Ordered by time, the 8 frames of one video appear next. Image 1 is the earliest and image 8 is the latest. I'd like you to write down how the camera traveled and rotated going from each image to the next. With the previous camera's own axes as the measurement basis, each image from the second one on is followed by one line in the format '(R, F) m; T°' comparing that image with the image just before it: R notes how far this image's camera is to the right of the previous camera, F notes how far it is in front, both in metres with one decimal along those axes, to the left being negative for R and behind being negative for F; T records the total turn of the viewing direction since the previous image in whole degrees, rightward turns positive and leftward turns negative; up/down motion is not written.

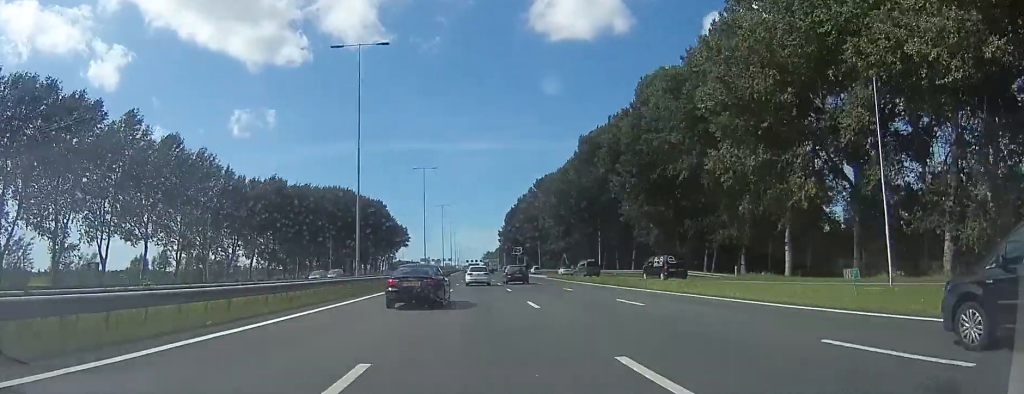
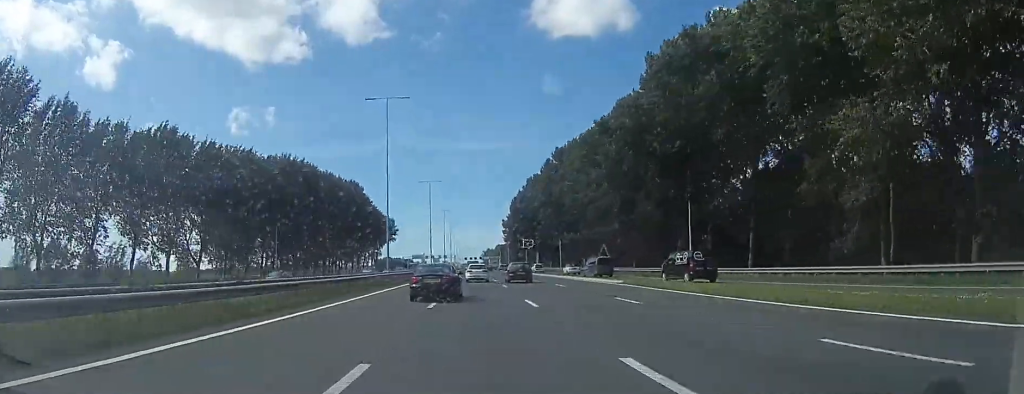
(-0.1, +36.4) m; 0°
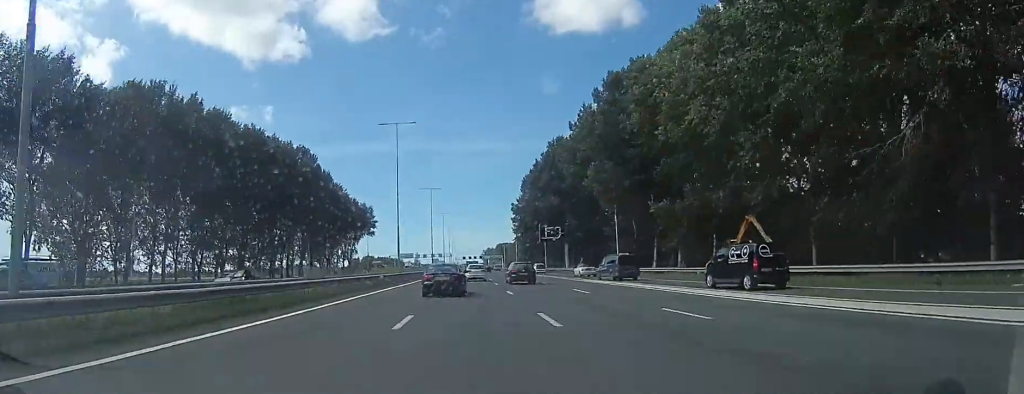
(+0.4, +43.2) m; 0°
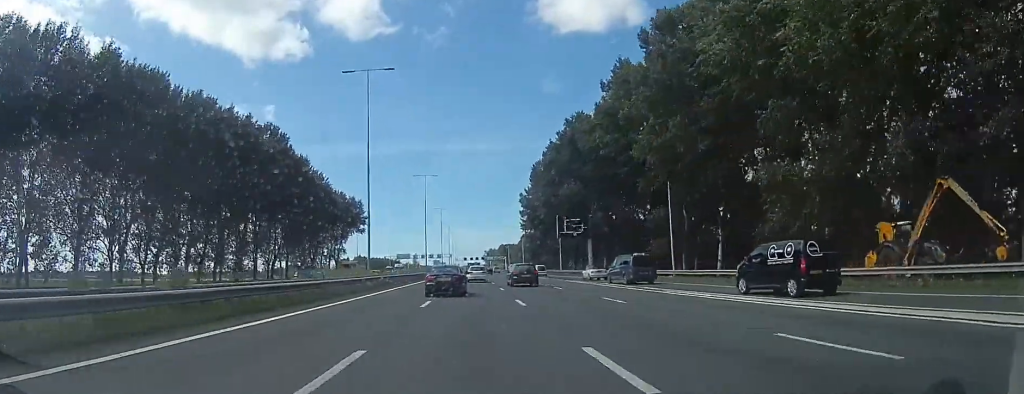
(-0.5, +17.7) m; 0°
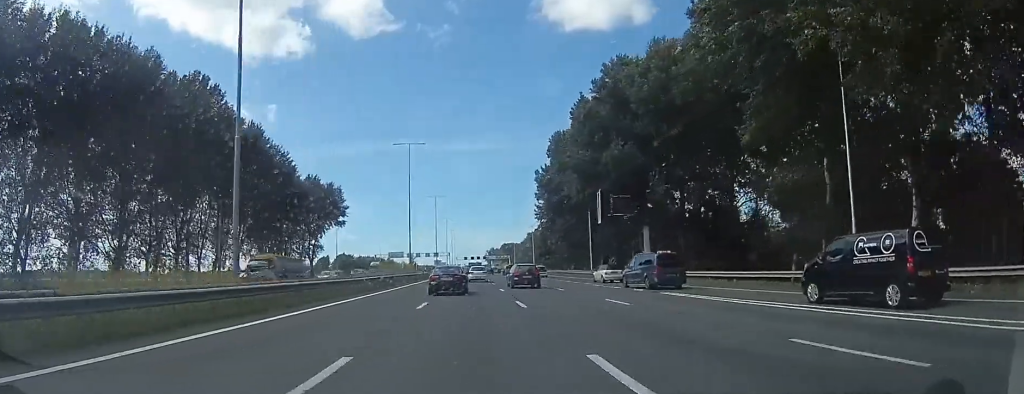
(+0.2, +24.4) m; 0°
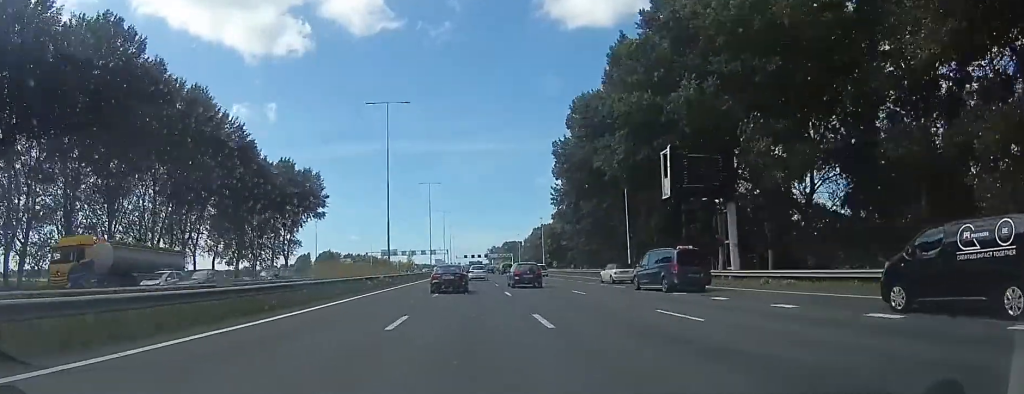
(+0.2, +17.5) m; 0°
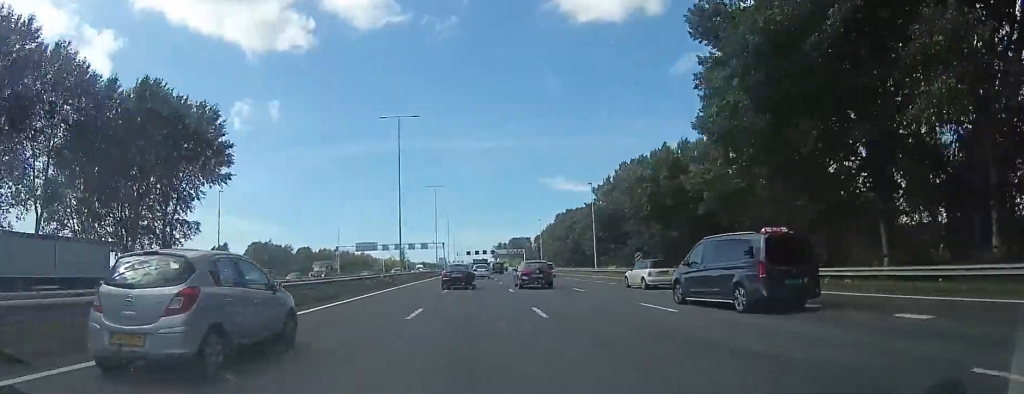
(-1.1, +45.4) m; -1°
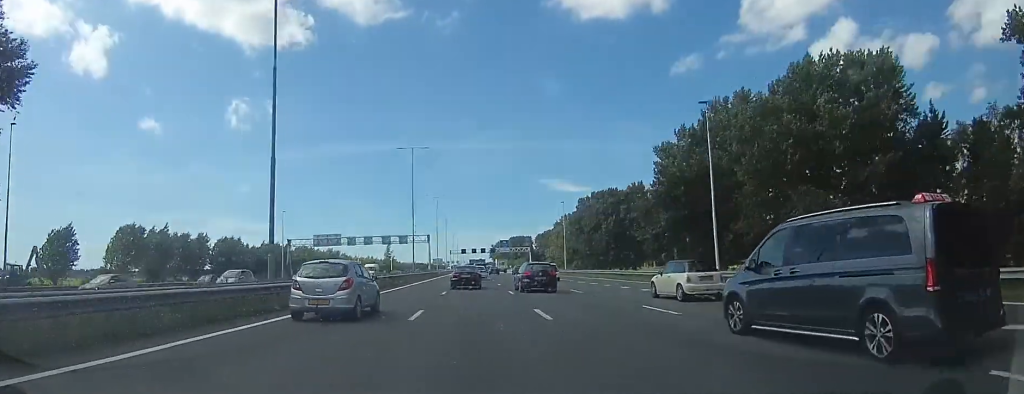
(+0.1, +35.8) m; +2°
